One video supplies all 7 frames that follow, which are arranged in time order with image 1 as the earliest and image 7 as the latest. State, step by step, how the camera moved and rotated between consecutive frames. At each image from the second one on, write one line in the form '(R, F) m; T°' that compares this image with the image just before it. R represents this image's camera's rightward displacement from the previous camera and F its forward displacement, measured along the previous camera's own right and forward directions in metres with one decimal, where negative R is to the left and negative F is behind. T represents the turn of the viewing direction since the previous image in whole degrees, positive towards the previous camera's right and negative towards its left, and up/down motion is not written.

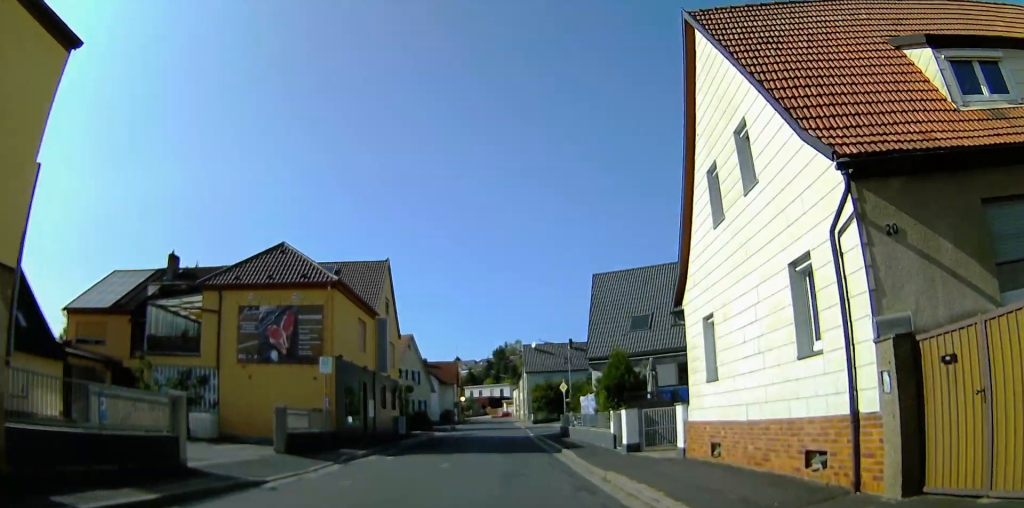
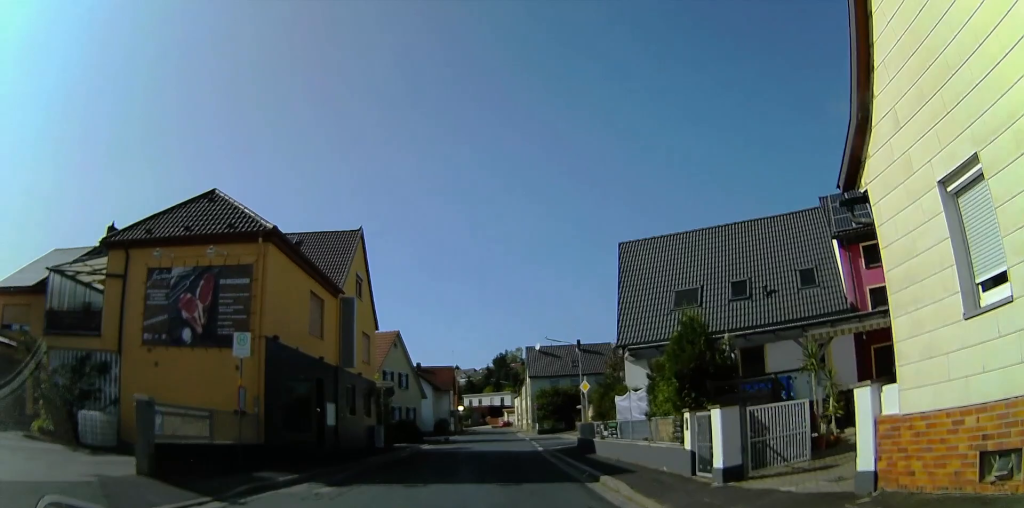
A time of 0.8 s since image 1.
(+0.1, +8.0) m; +1°
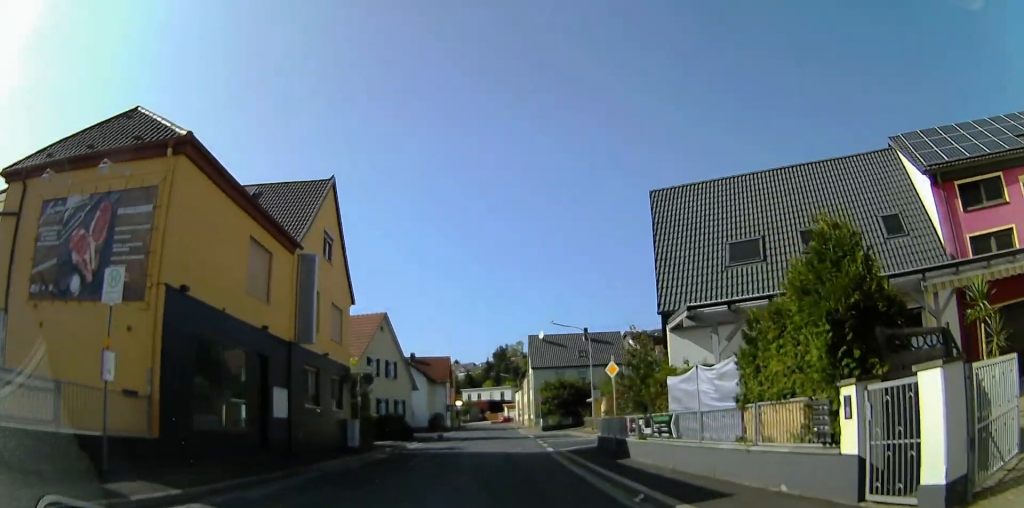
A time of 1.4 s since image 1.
(0.0, +6.0) m; 0°
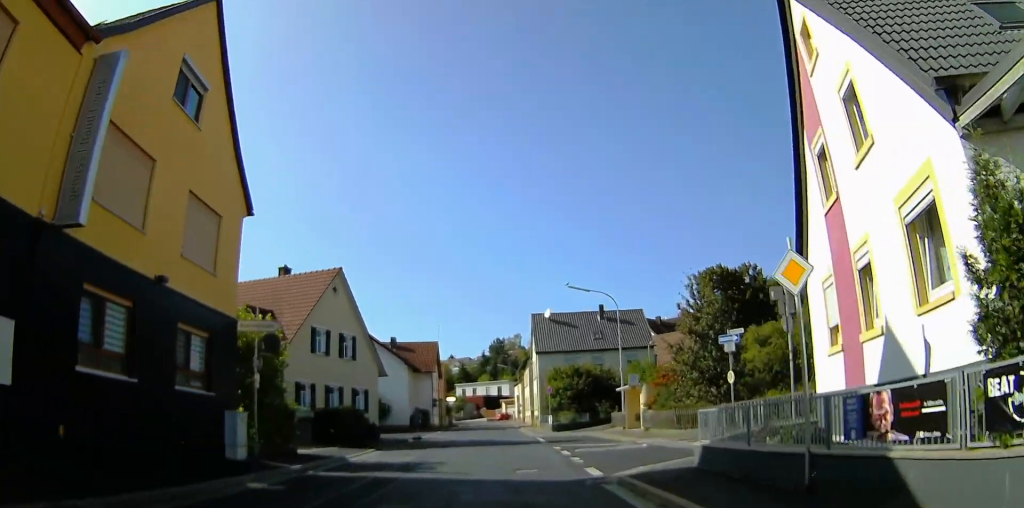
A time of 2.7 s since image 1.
(0.0, +13.0) m; 0°
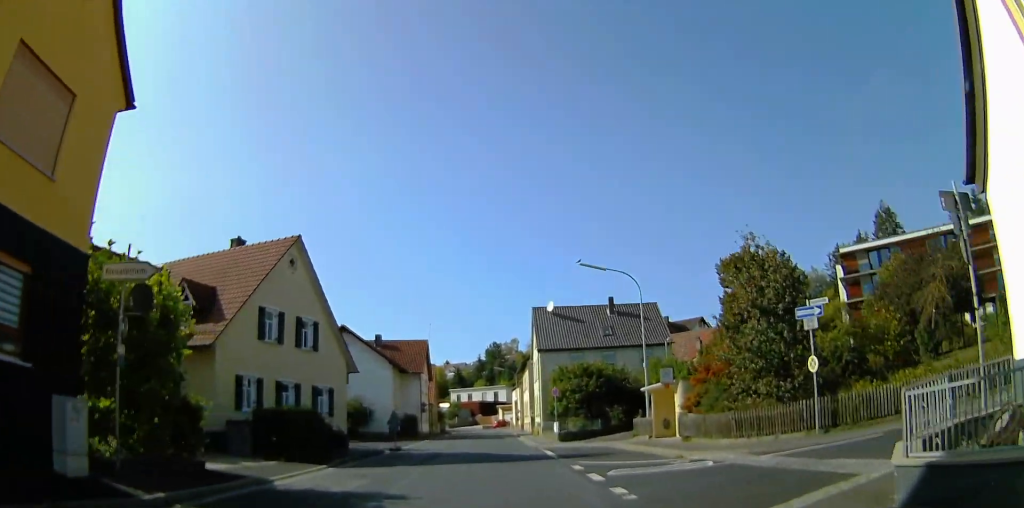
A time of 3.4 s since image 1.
(0.0, +6.9) m; 0°
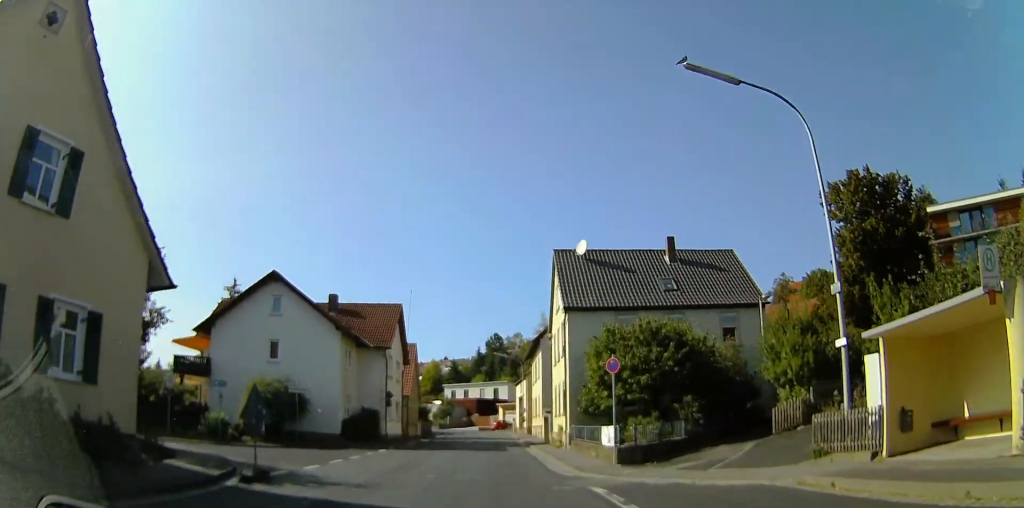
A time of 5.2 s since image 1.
(0.0, +17.6) m; 0°
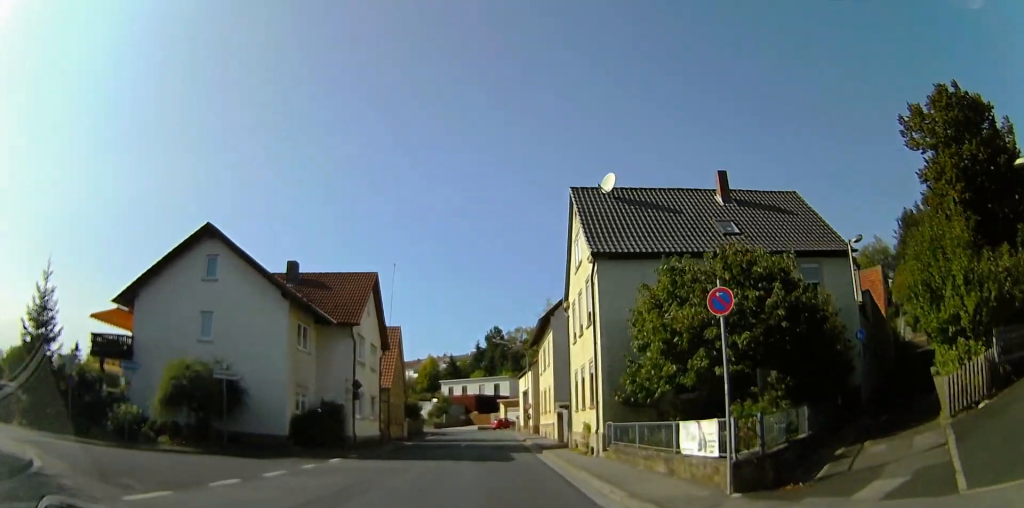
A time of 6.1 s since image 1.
(0.0, +8.7) m; -1°
